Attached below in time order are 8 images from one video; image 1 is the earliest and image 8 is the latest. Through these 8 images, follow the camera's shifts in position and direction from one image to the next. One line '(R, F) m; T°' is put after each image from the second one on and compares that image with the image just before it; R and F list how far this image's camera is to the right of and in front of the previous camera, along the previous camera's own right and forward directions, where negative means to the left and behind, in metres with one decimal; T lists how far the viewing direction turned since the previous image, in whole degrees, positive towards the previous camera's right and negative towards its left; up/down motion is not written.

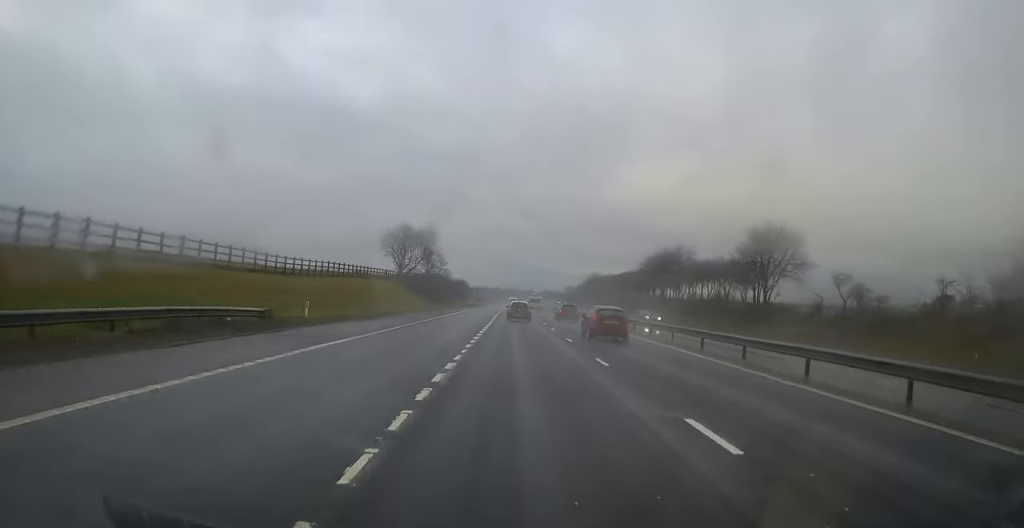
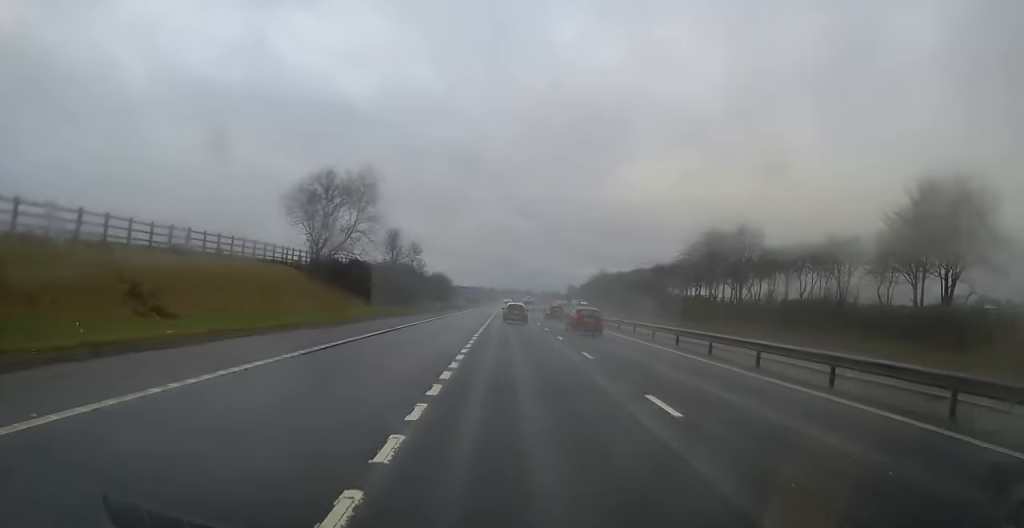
(-0.4, +35.2) m; 0°
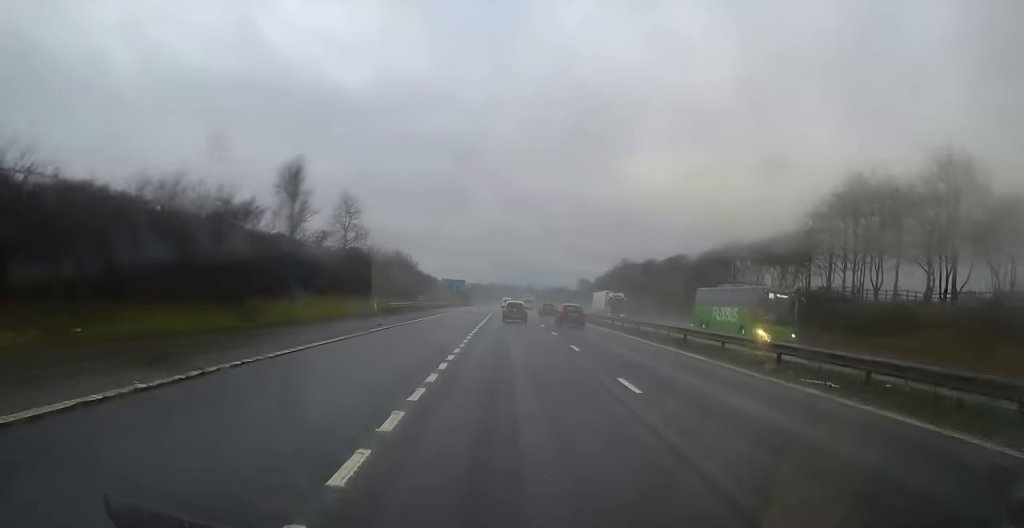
(+0.4, +45.1) m; 0°
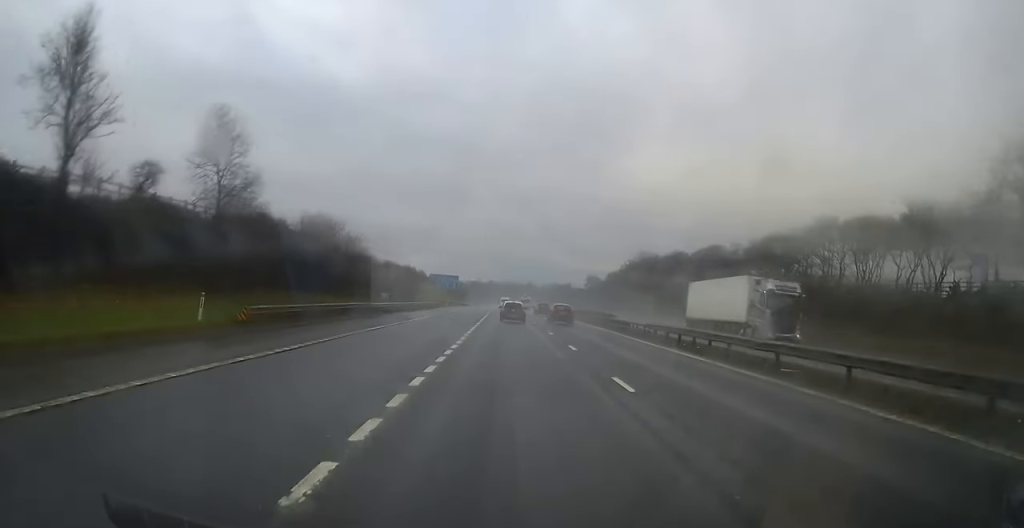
(-0.1, +28.1) m; 0°
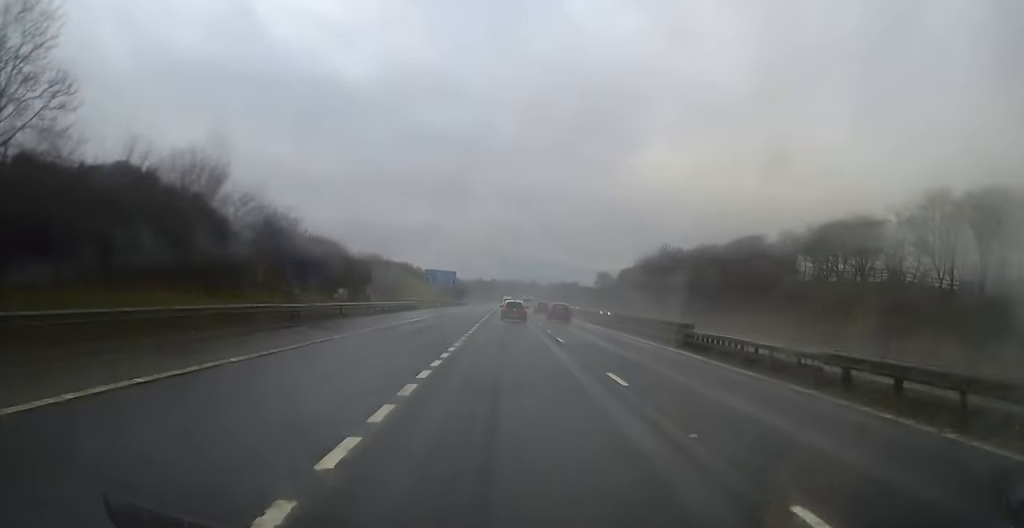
(+0.1, +18.2) m; 0°
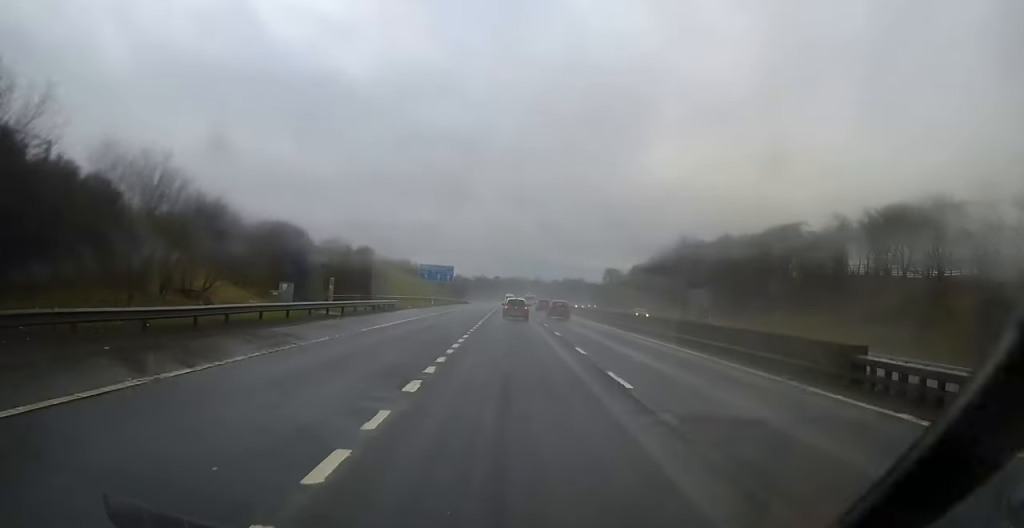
(+0.2, +13.2) m; 0°
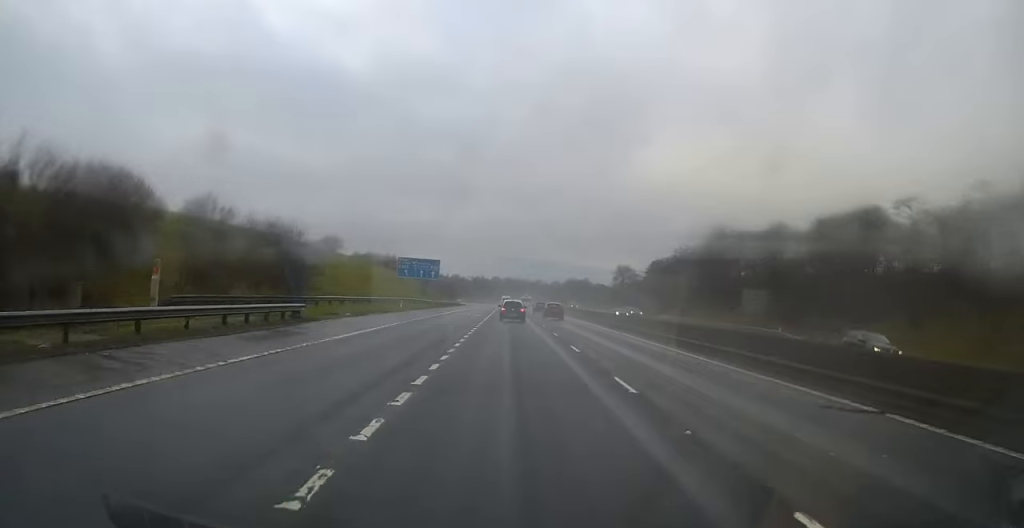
(-0.5, +25.3) m; -1°
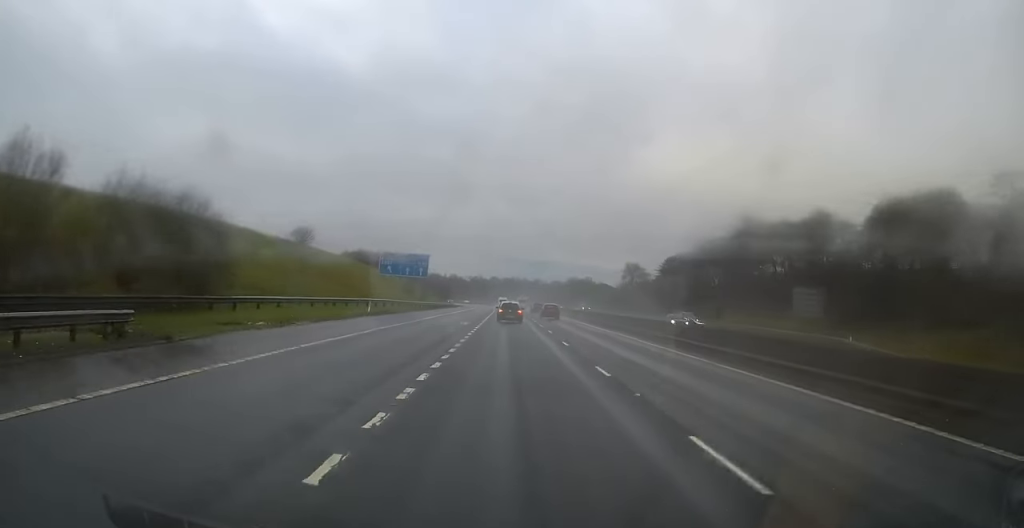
(0.0, +14.4) m; +1°
